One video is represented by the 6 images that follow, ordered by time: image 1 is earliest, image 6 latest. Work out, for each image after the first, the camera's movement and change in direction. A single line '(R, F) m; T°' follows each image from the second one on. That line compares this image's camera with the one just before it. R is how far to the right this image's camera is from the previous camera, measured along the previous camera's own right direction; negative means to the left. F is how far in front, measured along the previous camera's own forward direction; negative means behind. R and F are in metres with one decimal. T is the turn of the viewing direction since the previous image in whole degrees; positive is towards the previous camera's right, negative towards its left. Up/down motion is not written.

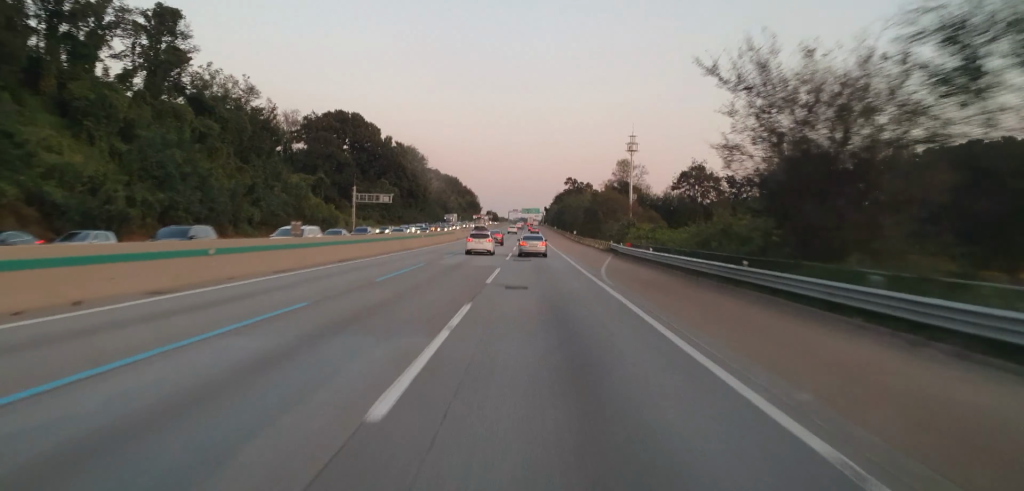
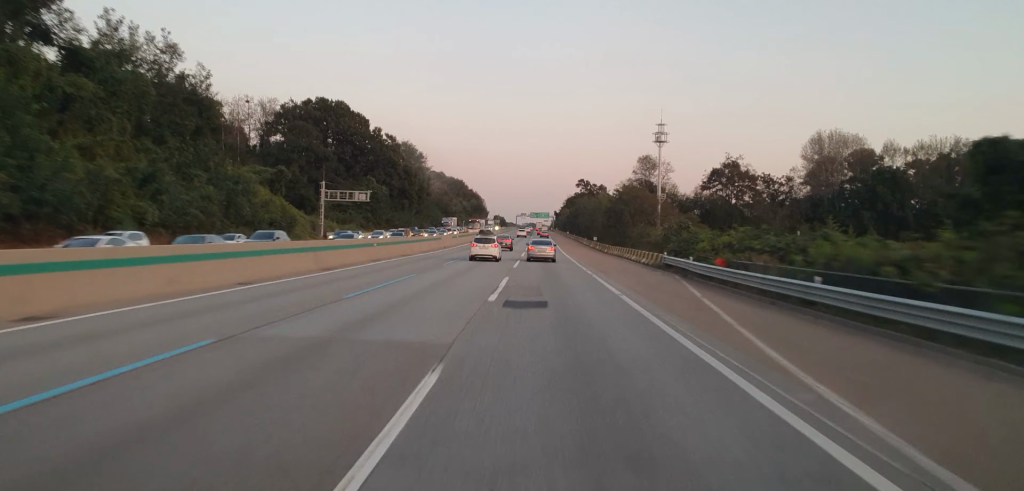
(+0.2, +25.0) m; +1°
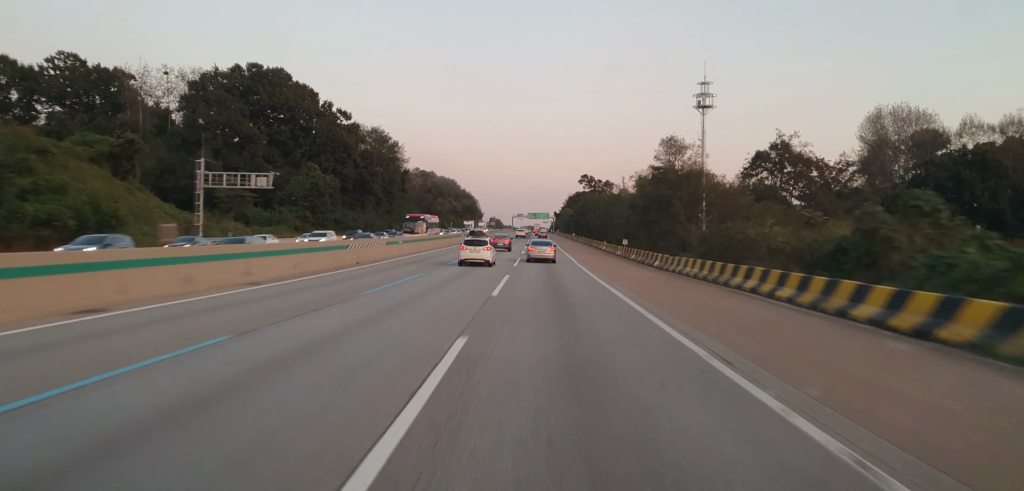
(+0.4, +38.3) m; 0°
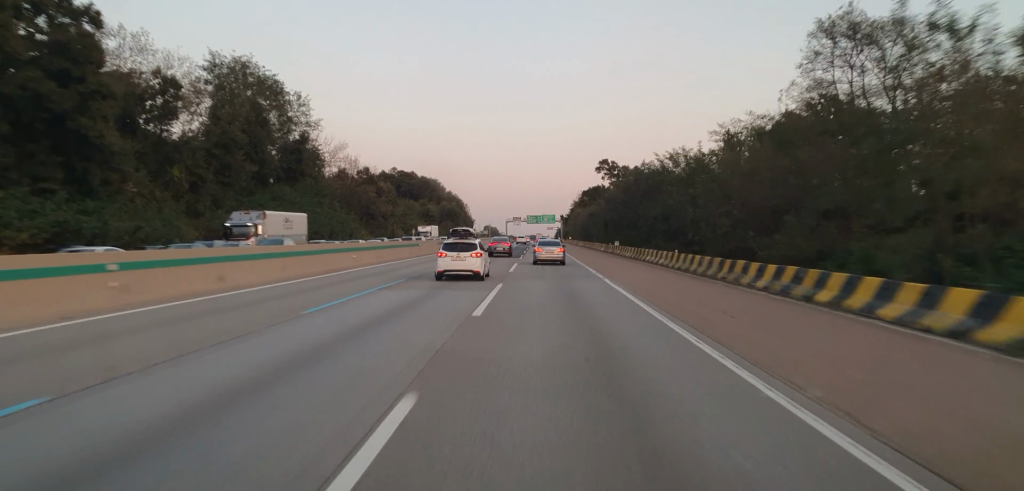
(-1.0, +86.3) m; -2°
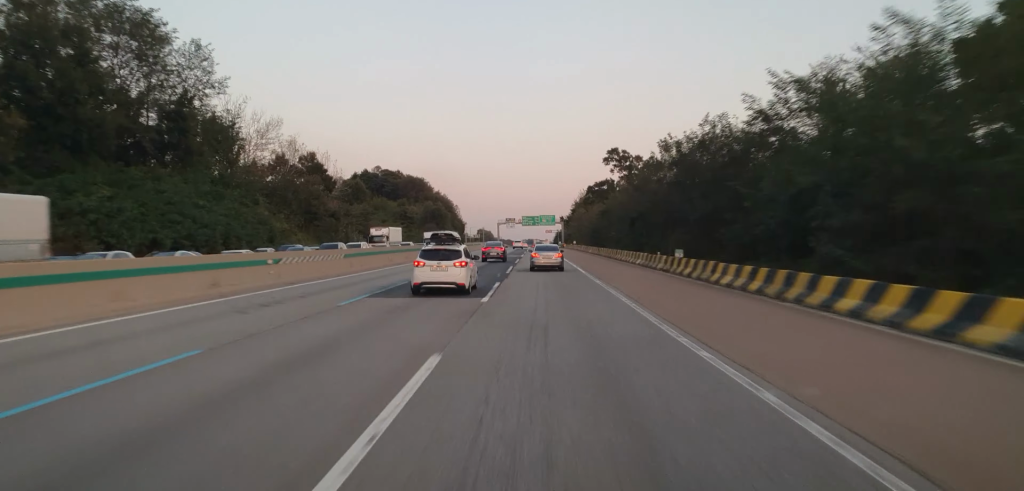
(-0.3, +35.9) m; 0°
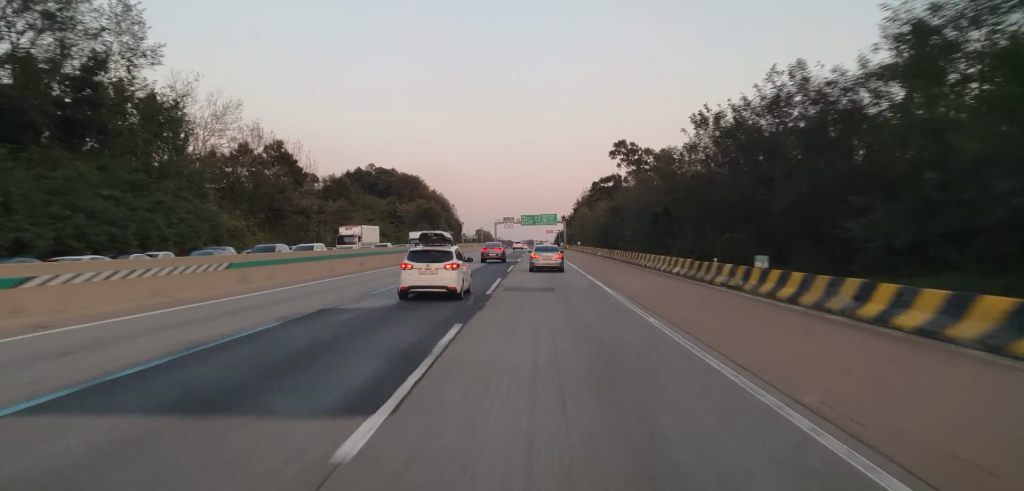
(+0.1, +15.6) m; +1°
